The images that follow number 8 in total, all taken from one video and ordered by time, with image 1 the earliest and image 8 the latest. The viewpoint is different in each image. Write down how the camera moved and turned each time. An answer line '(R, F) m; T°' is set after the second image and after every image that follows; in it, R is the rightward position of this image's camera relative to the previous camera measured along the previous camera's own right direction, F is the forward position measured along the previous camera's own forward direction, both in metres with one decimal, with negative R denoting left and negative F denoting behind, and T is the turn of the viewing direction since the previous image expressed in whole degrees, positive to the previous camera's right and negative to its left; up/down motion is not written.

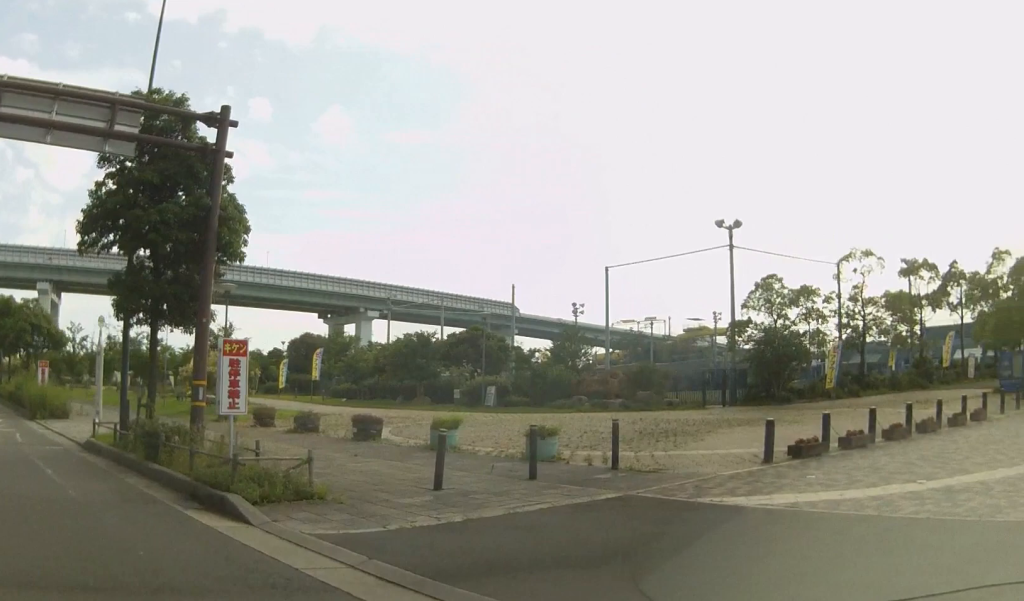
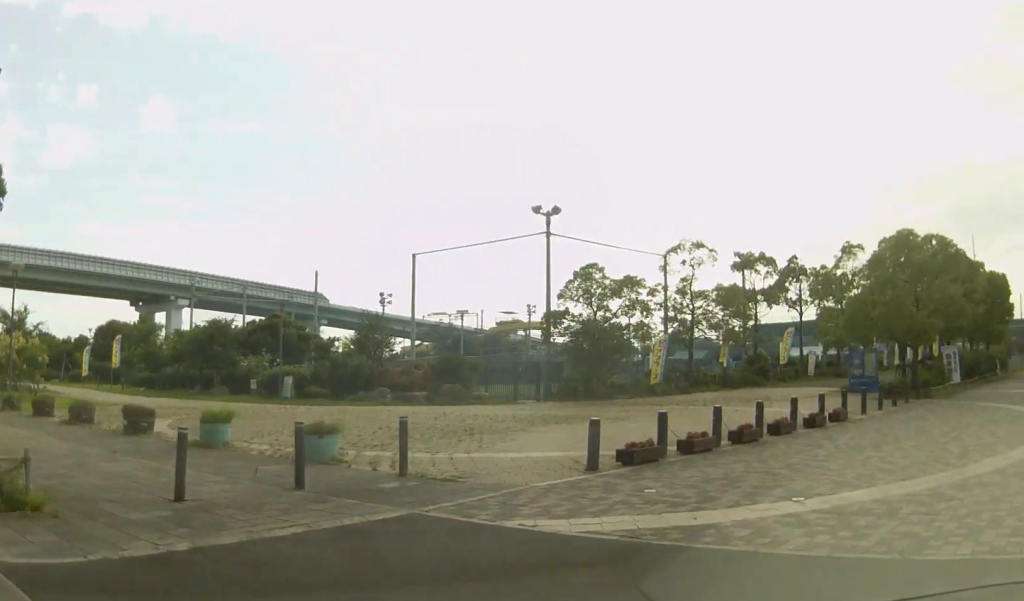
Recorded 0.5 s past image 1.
(+0.2, +2.1) m; +13°
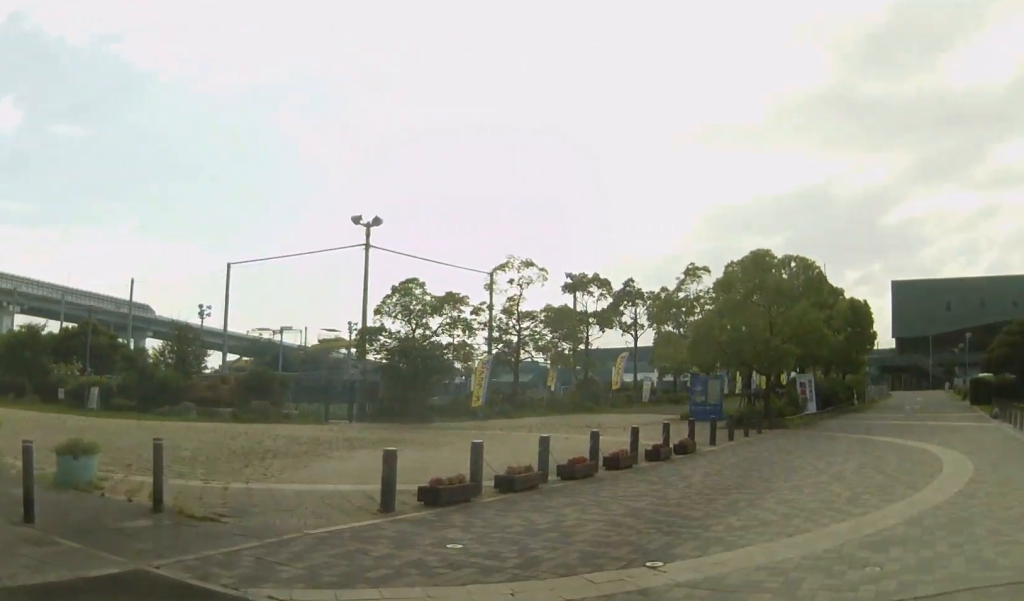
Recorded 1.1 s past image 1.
(+0.4, +2.2) m; +14°
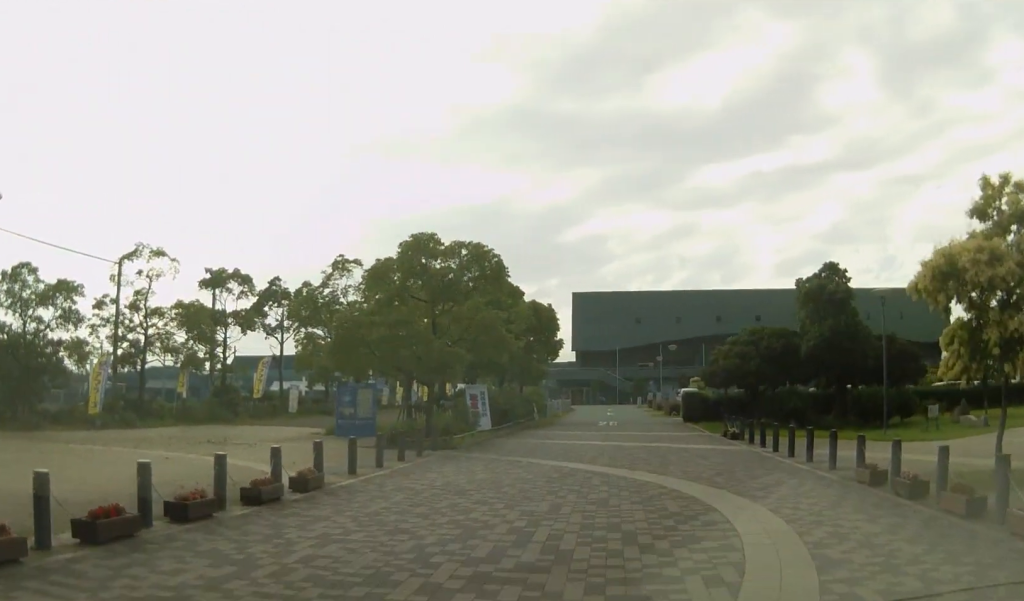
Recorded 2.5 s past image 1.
(+1.5, +6.7) m; +20°
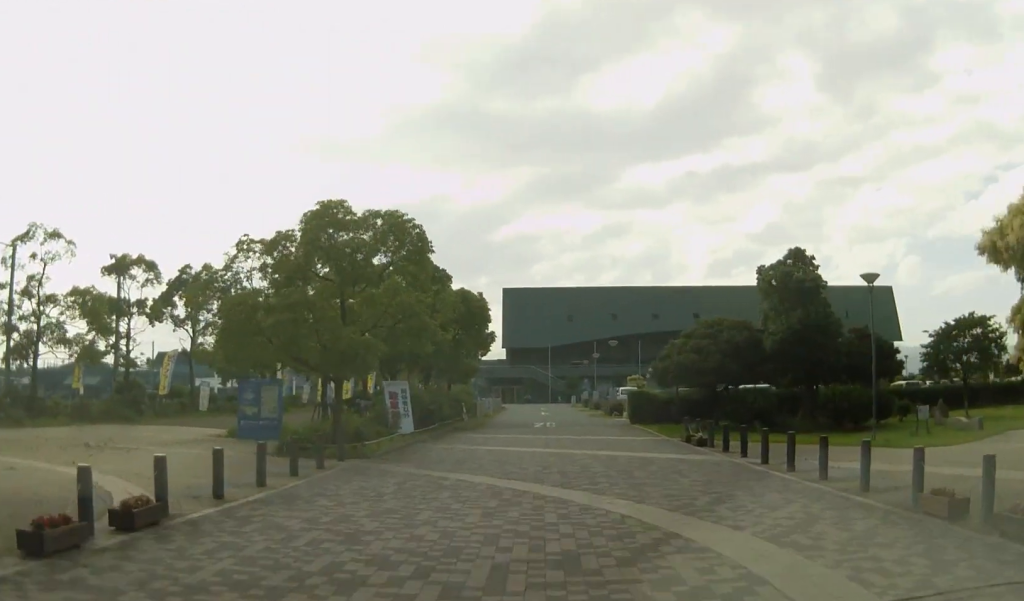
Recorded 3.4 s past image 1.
(+0.2, +4.6) m; +9°
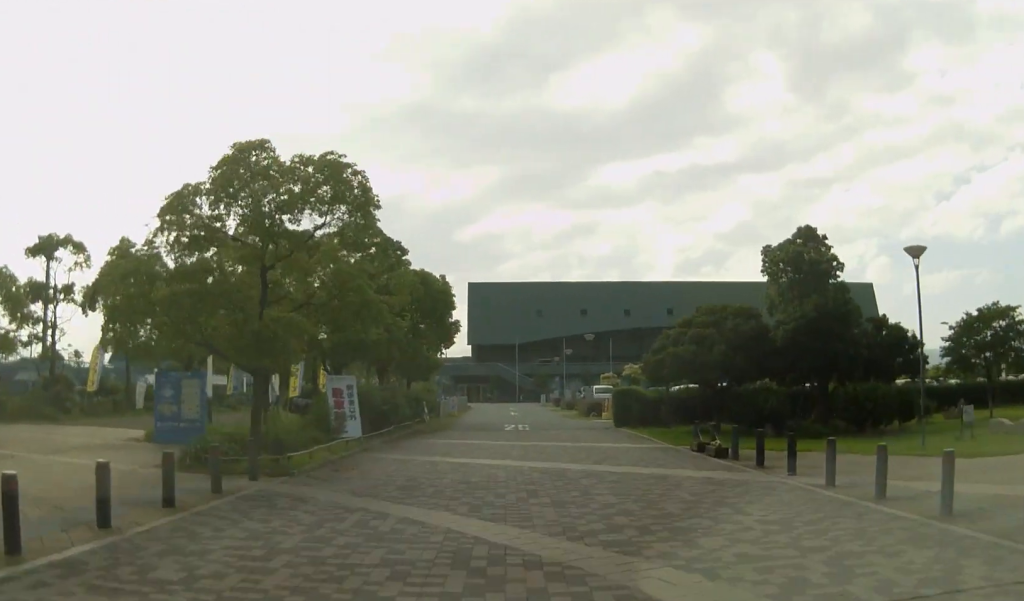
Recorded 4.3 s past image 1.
(+0.5, +4.8) m; +6°
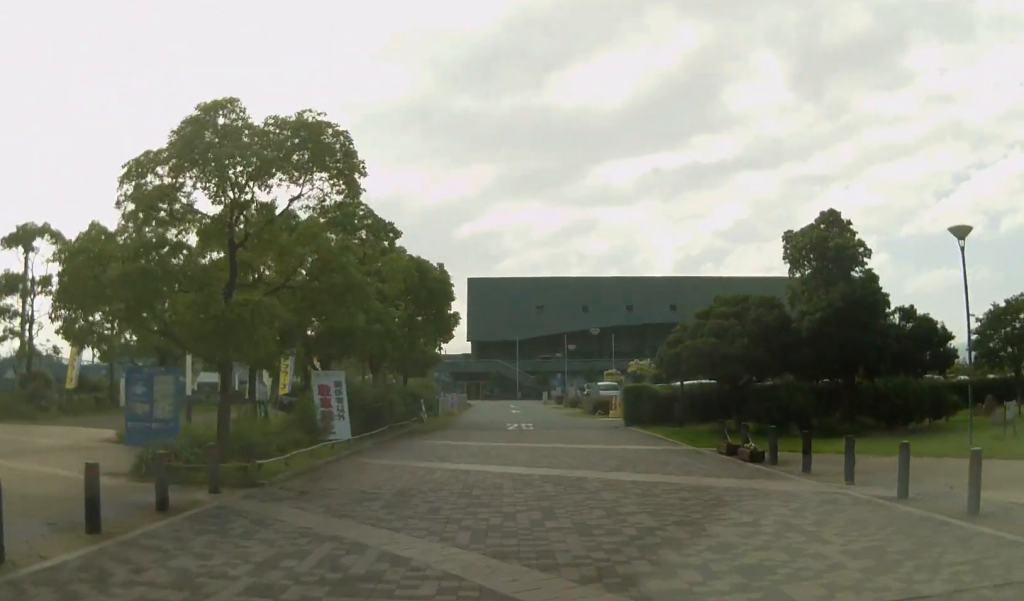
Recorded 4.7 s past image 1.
(0.0, +2.3) m; +1°
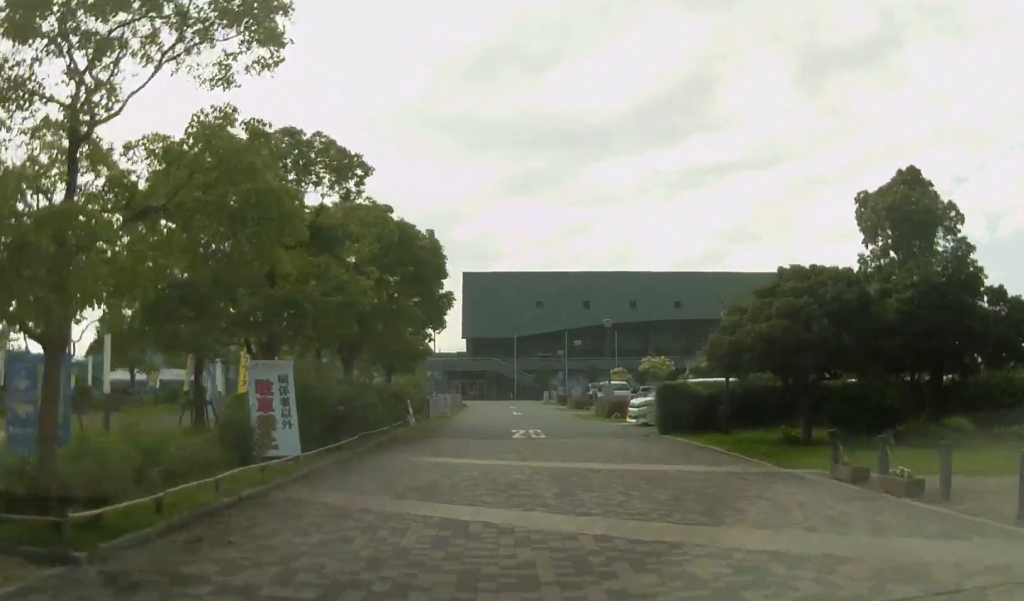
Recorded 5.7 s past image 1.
(+0.1, +5.8) m; +2°
